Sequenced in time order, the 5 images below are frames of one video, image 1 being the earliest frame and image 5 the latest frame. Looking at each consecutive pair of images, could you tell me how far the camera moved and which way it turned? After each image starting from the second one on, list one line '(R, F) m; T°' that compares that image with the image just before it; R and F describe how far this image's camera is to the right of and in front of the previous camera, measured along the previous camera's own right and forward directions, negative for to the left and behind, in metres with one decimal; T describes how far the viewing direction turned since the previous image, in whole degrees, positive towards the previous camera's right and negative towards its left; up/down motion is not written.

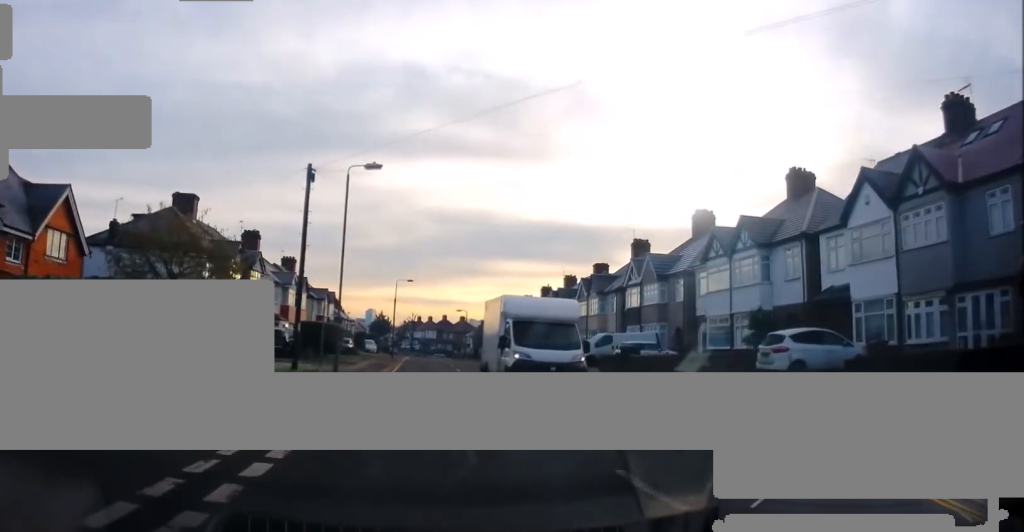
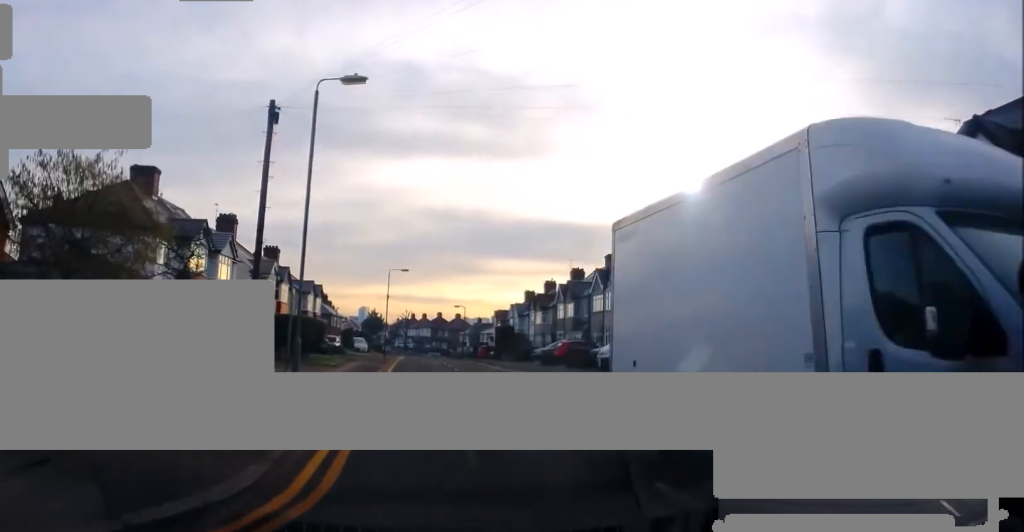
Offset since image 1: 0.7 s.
(-0.3, +6.1) m; -1°
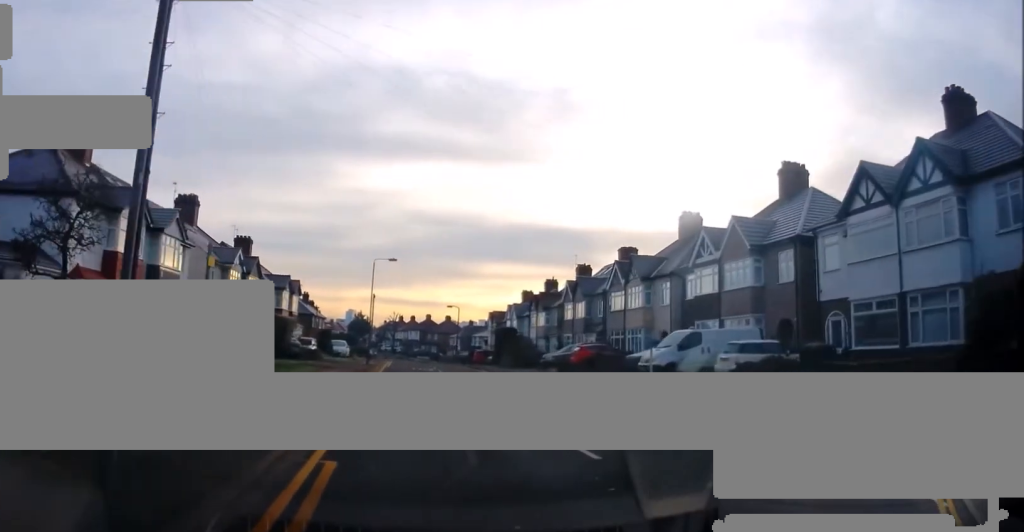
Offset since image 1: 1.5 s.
(-0.1, +7.1) m; +1°
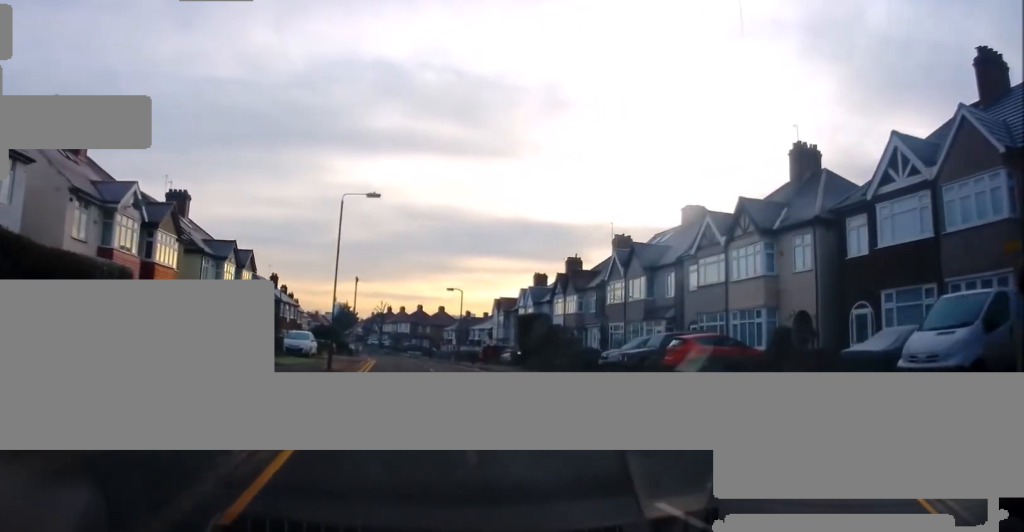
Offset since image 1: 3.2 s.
(+0.6, +15.0) m; +3°
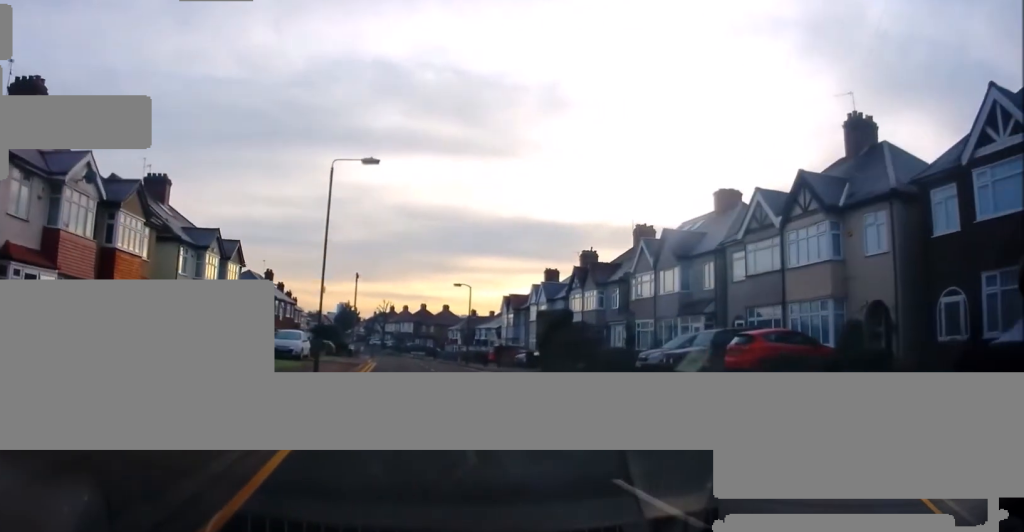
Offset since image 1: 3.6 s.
(0.0, +4.2) m; +1°
